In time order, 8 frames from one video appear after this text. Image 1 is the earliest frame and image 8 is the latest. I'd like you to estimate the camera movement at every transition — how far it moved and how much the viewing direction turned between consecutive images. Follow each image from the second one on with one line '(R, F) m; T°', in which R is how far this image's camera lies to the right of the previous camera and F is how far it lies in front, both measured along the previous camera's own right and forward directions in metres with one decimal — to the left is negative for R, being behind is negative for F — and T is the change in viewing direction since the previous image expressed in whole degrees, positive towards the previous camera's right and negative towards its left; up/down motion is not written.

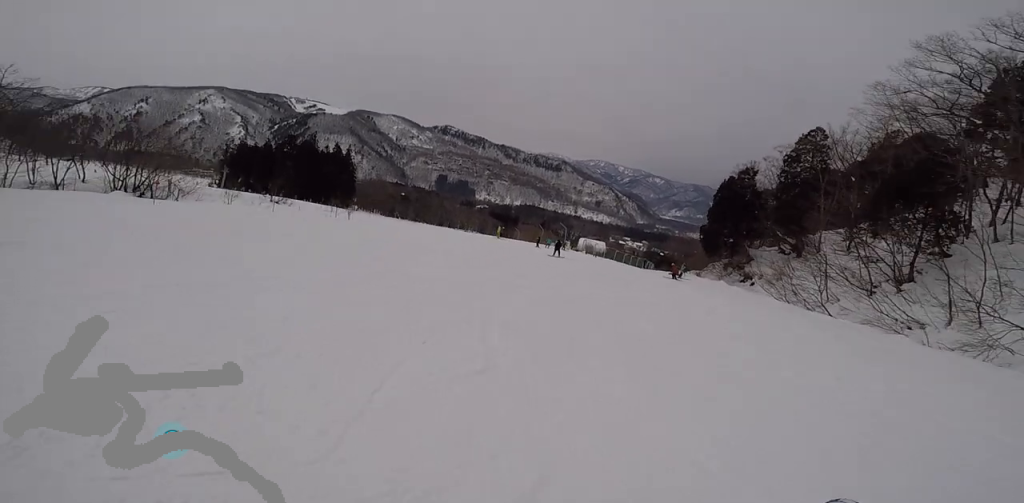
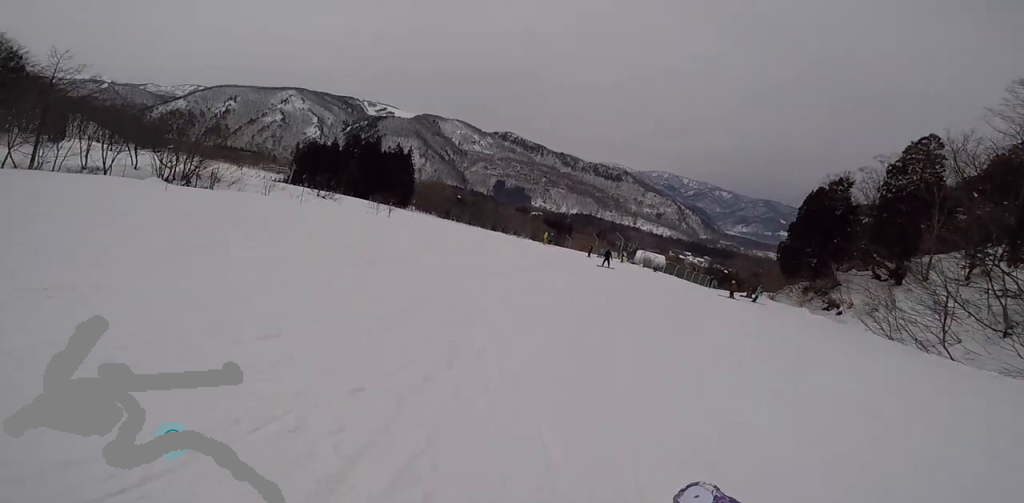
(-0.3, +3.8) m; -8°
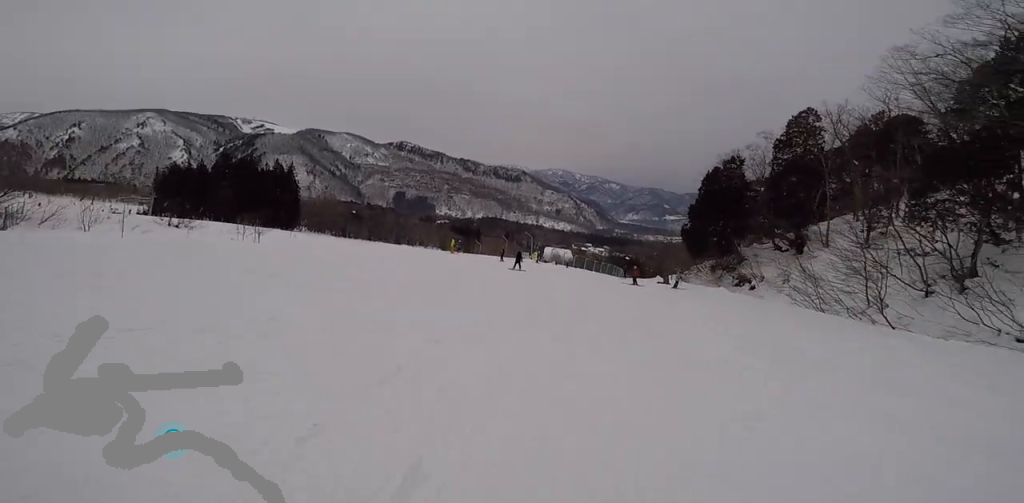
(-0.3, +3.8) m; +5°
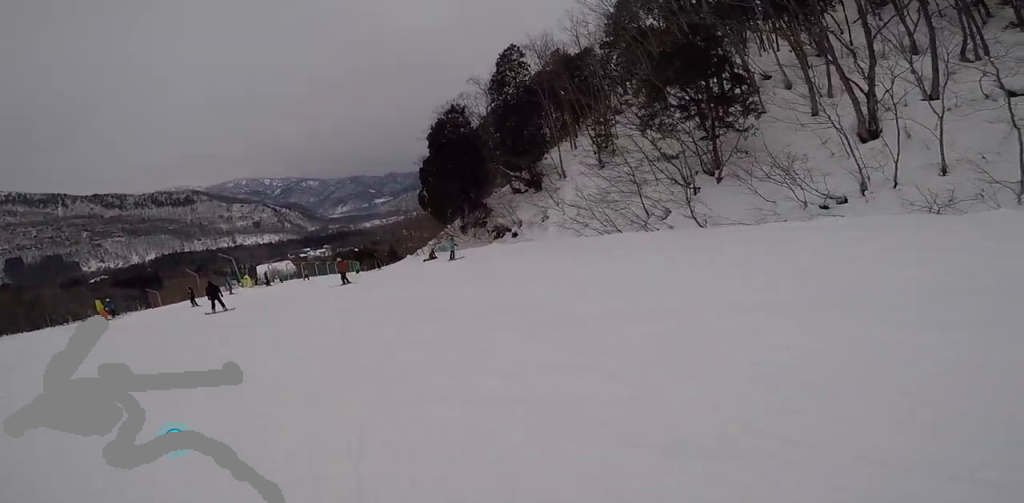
(+1.2, +7.9) m; +16°
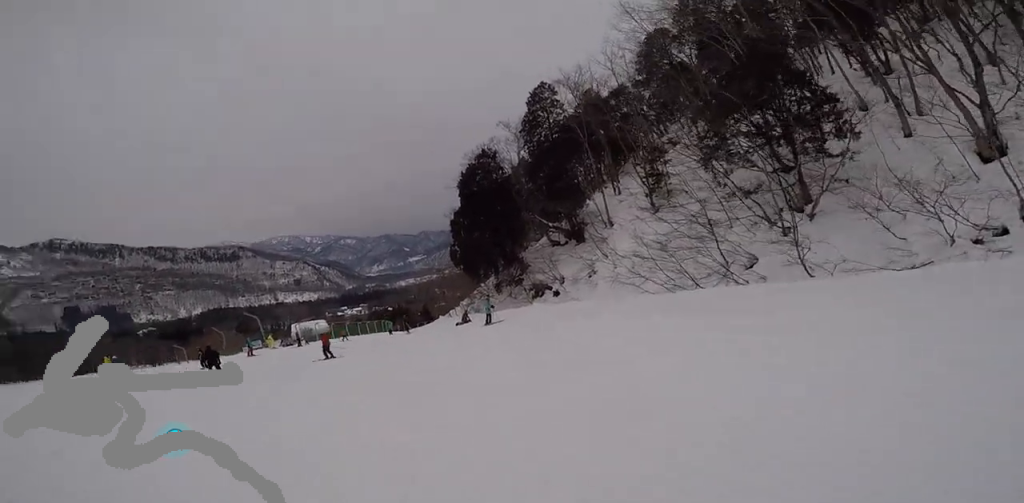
(+0.2, +3.7) m; -2°
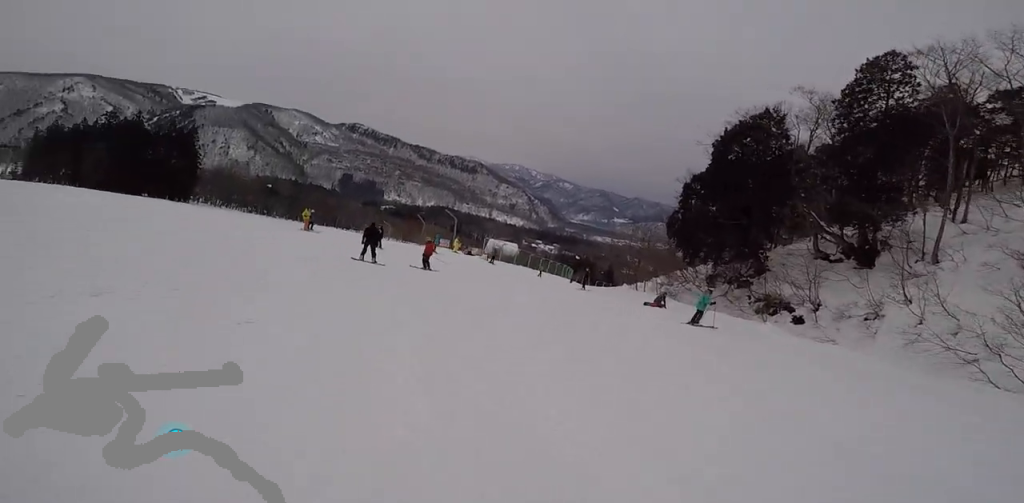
(-0.3, +5.0) m; -10°
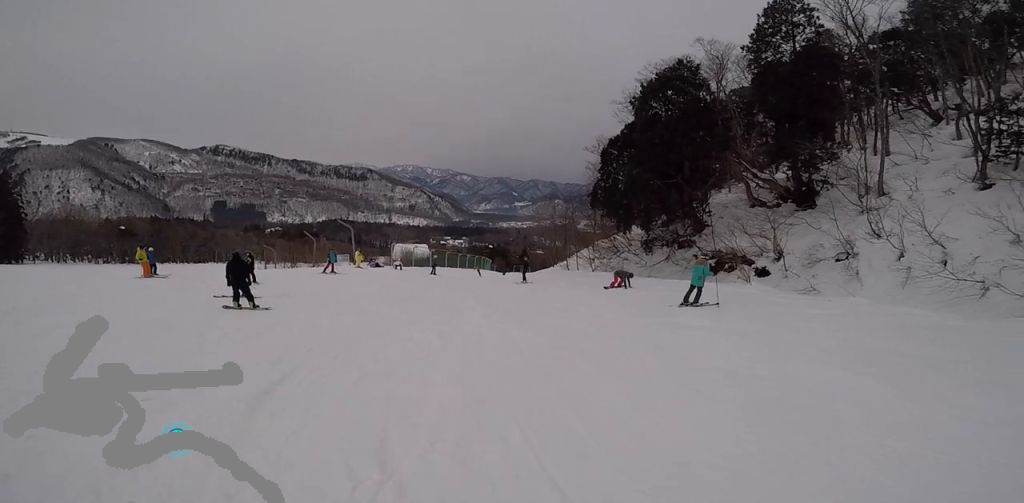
(-1.0, +4.3) m; +2°
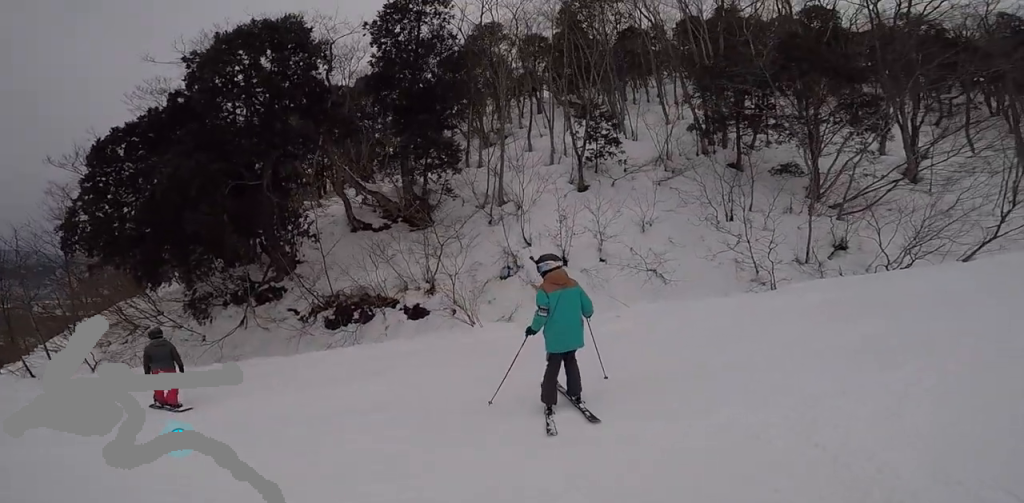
(+5.4, +8.1) m; +51°
